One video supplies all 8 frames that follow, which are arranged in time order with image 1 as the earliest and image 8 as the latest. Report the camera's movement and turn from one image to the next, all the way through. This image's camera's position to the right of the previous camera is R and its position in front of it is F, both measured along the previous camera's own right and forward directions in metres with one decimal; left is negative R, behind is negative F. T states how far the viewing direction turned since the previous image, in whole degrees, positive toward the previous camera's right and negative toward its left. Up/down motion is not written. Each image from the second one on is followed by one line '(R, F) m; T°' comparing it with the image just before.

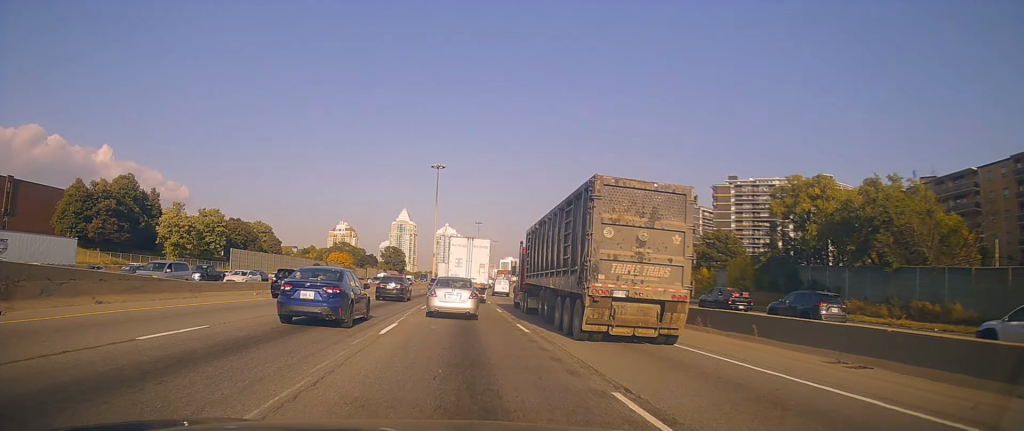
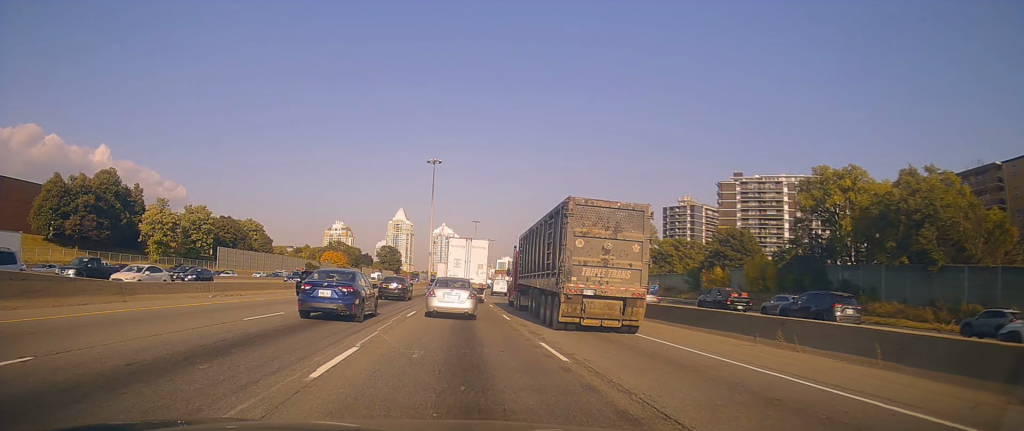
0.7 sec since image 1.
(+0.1, +5.8) m; -2°
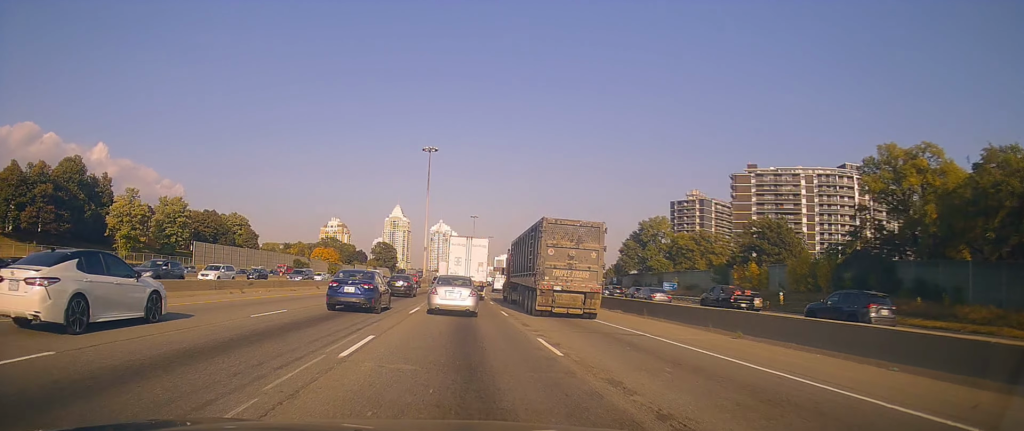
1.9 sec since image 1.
(-0.3, +11.0) m; +4°
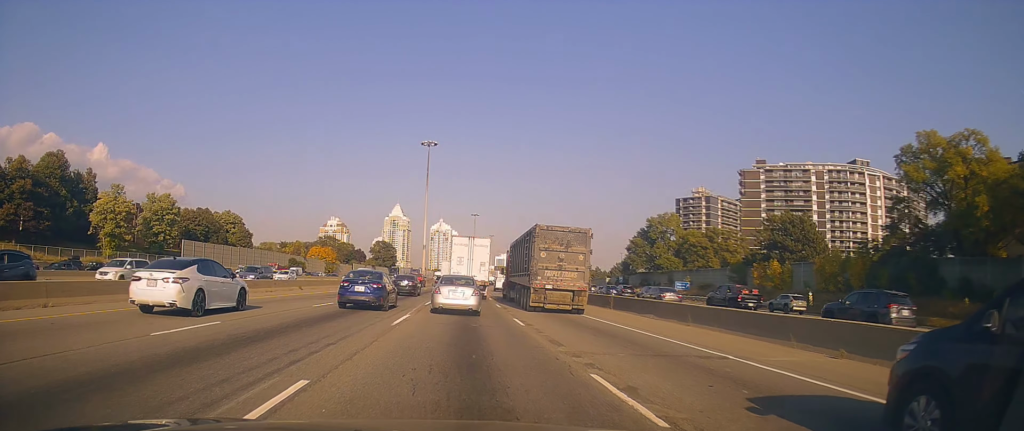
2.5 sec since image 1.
(+0.7, +5.3) m; +2°
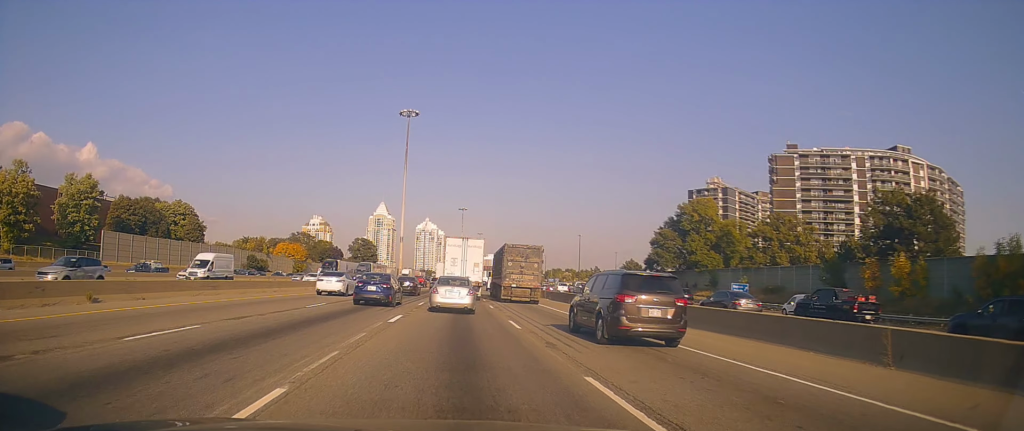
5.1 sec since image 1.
(-0.7, +23.8) m; -1°
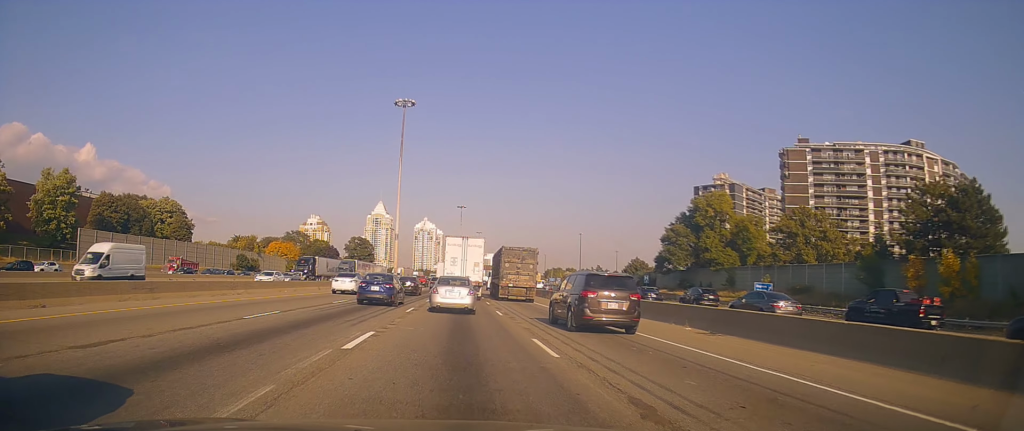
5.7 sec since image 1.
(+0.2, +6.2) m; 0°
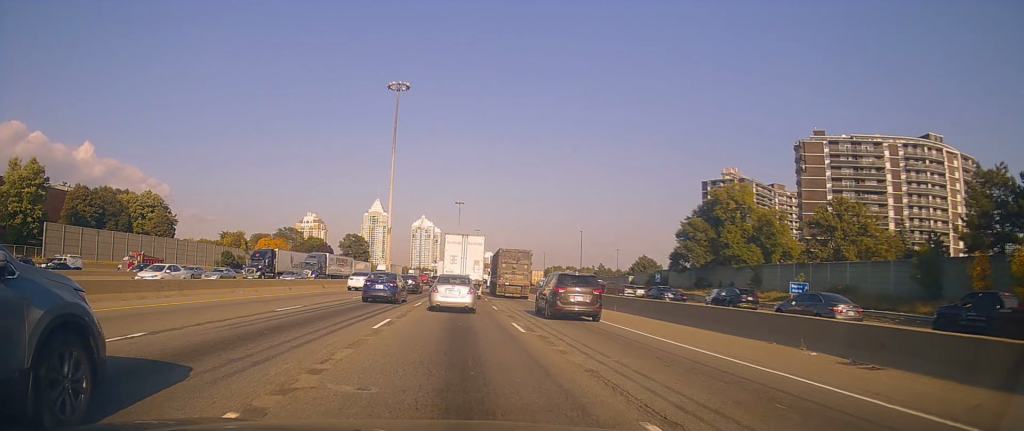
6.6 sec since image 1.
(-0.1, +8.1) m; -3°
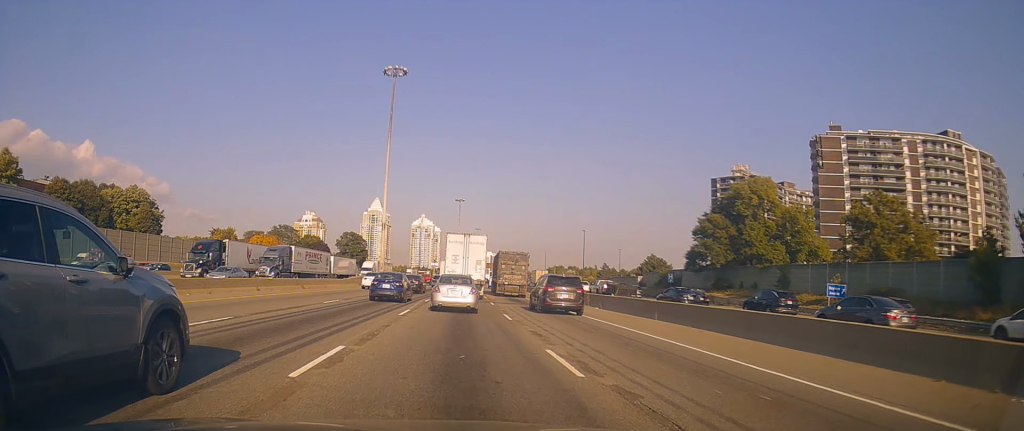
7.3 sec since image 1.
(-0.2, +6.9) m; 0°
